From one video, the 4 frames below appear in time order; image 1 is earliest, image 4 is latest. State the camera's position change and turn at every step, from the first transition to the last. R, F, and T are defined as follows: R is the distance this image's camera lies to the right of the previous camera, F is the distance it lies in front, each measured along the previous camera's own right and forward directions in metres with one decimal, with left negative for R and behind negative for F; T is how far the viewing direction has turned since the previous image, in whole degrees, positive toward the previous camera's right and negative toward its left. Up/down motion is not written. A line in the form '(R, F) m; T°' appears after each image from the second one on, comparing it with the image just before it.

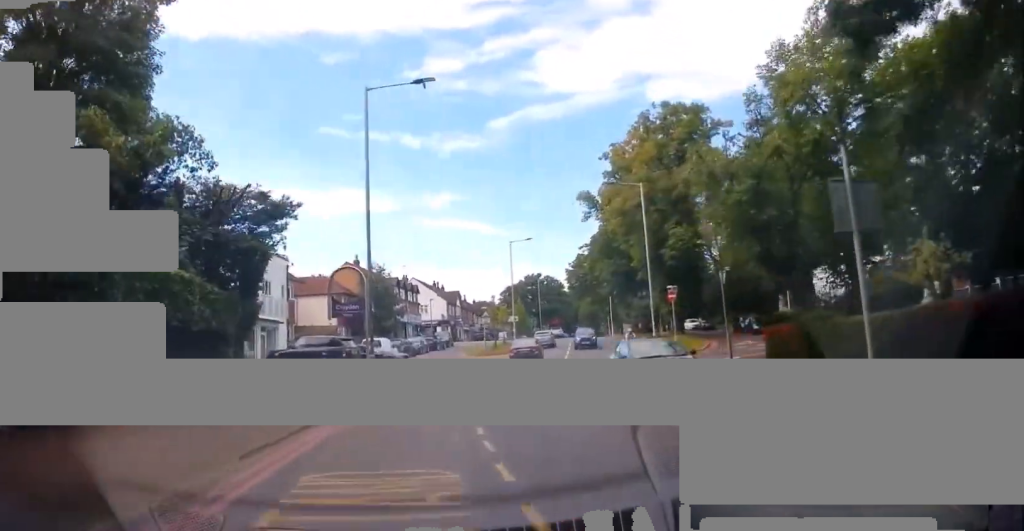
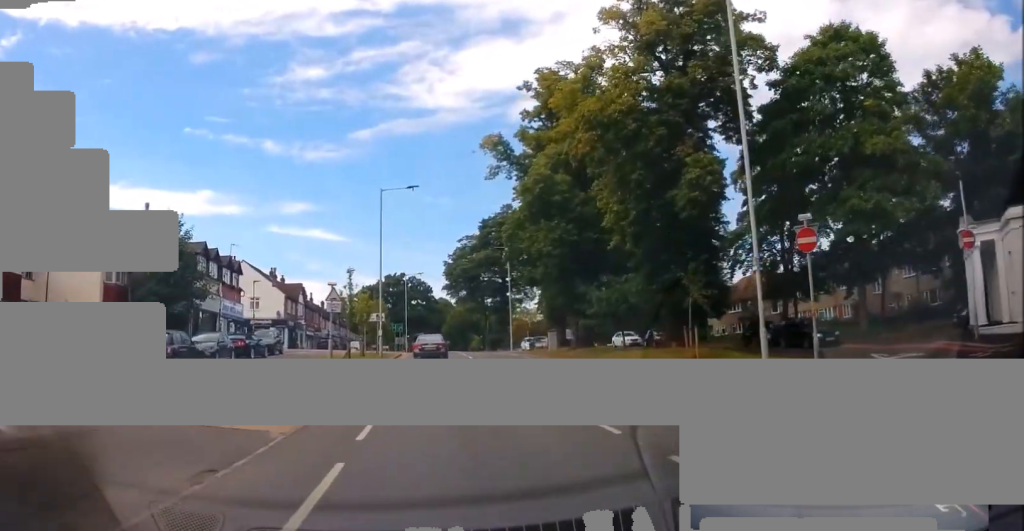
(+3.0, +24.9) m; +15°
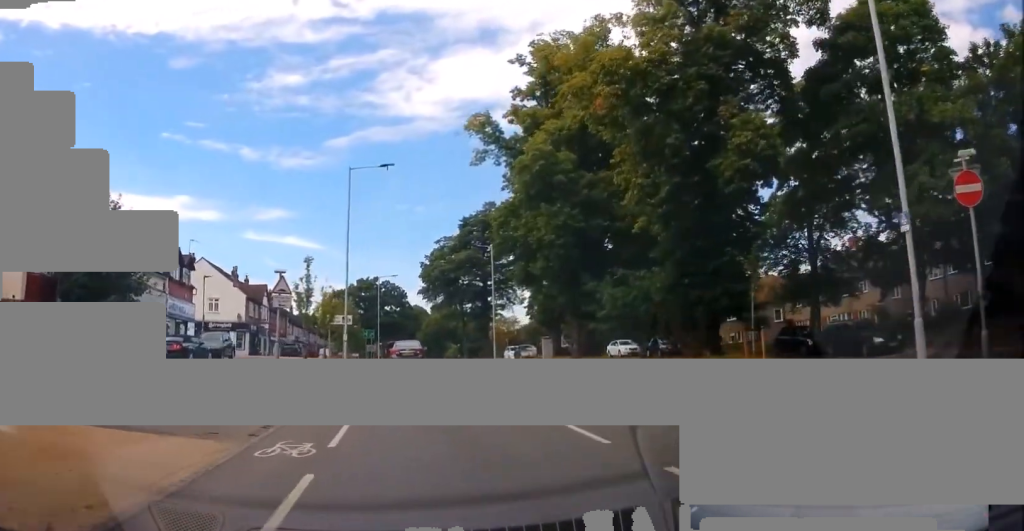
(+0.1, +6.6) m; +1°
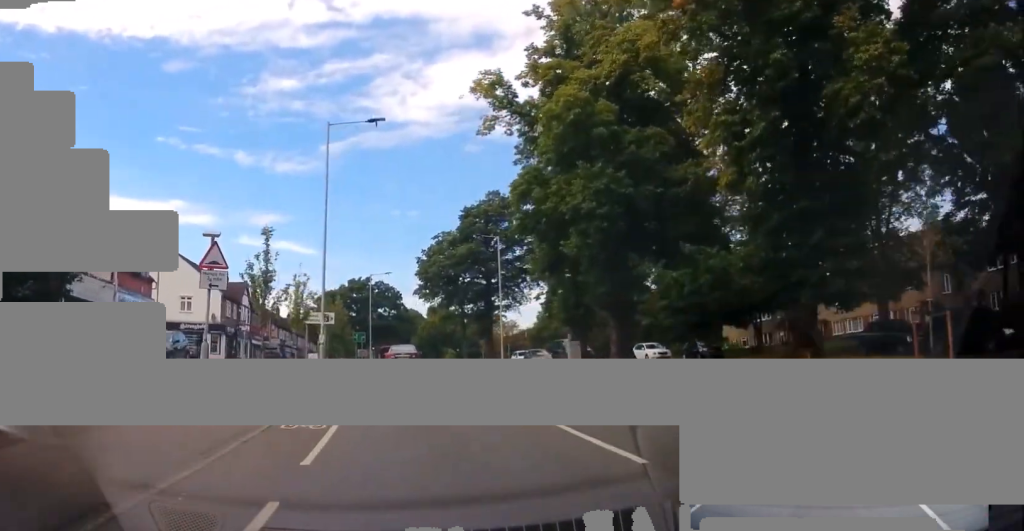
(0.0, +7.7) m; -3°
